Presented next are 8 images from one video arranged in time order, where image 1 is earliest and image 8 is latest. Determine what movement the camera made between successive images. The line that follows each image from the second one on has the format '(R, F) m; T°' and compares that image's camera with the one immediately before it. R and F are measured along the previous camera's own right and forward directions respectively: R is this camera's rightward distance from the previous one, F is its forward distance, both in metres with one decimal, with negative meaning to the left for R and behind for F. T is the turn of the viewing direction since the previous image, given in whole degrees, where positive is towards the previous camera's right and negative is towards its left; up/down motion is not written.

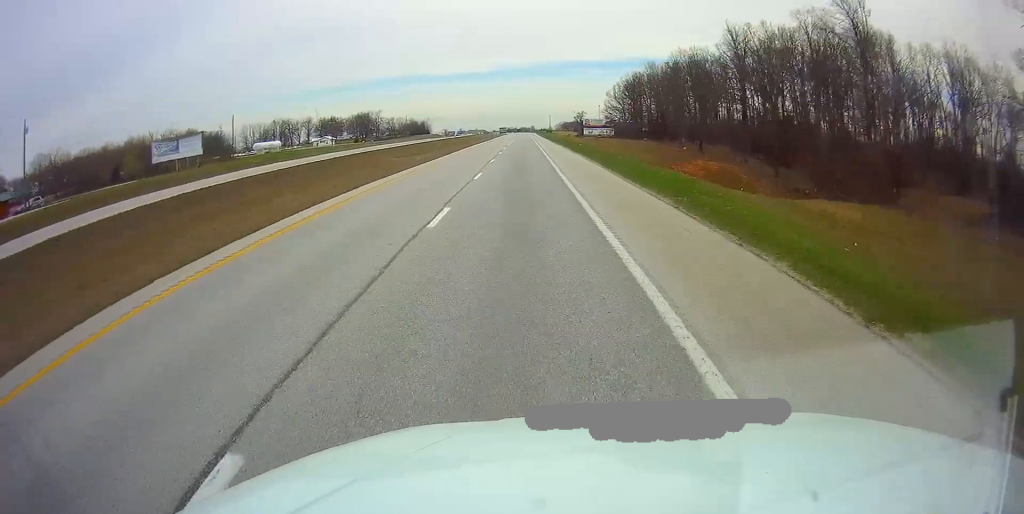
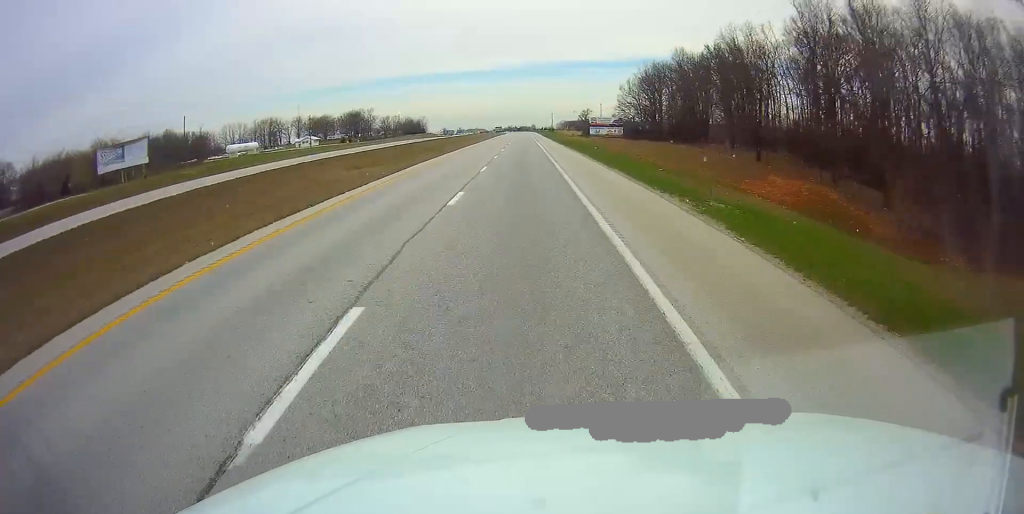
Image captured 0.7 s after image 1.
(-0.4, +20.9) m; -1°
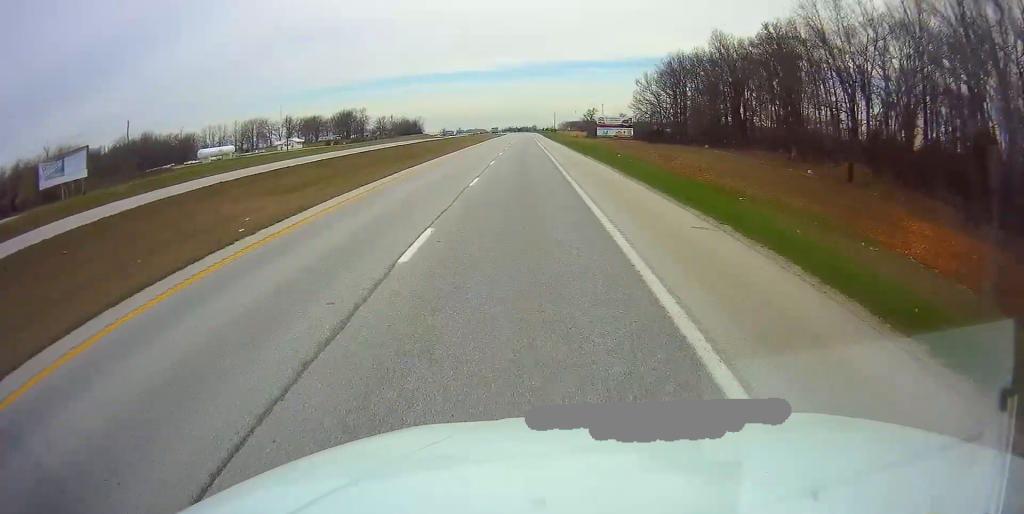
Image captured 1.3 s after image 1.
(-0.1, +18.8) m; 0°
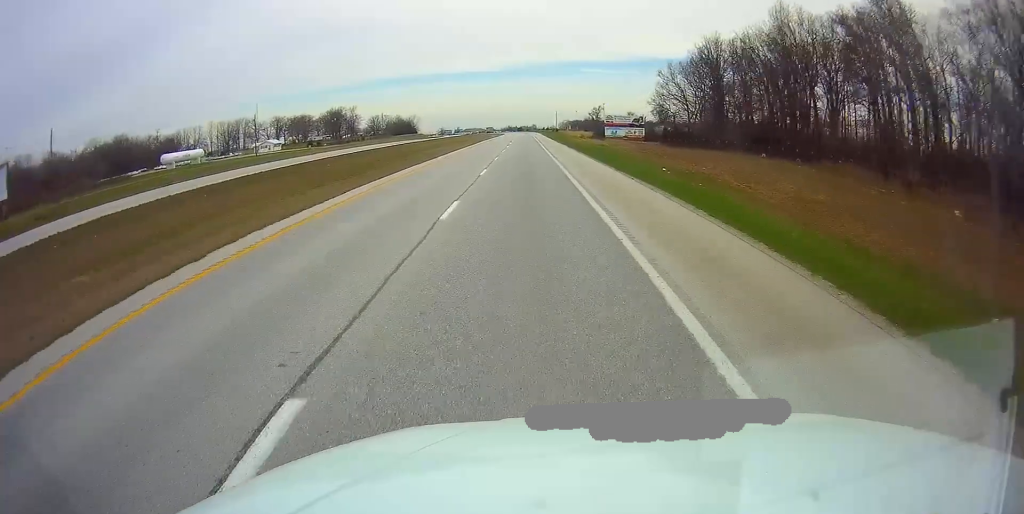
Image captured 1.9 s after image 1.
(-0.2, +19.8) m; +1°
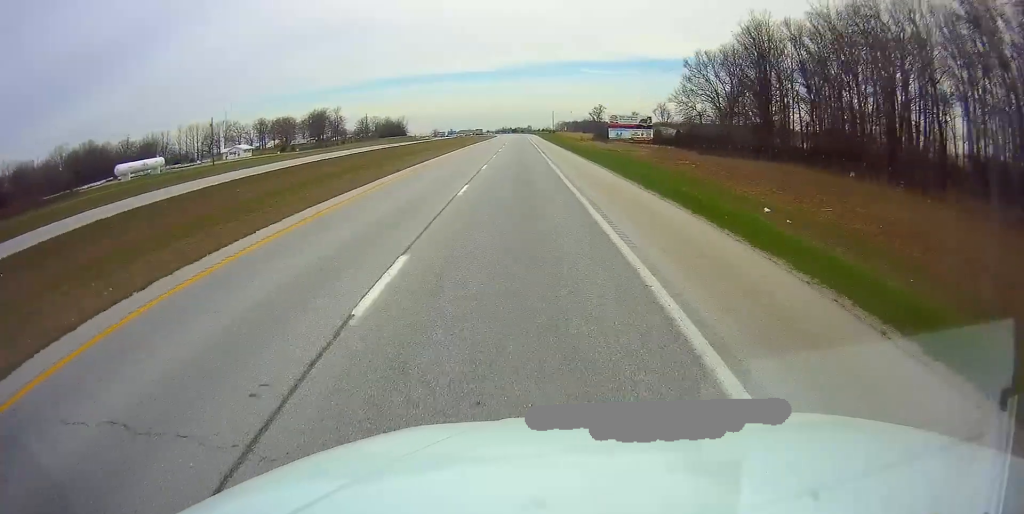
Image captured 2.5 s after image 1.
(+0.4, +18.7) m; 0°
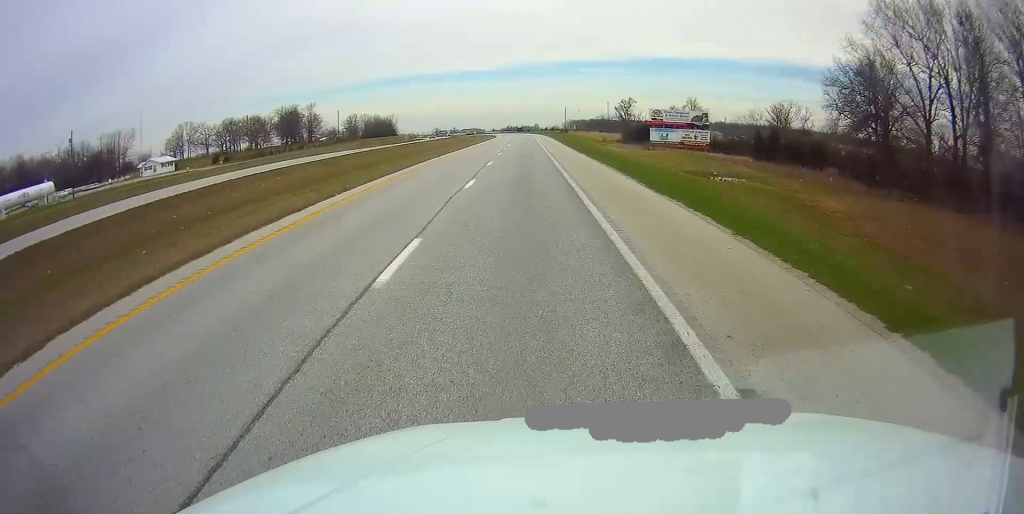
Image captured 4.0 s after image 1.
(-0.3, +46.9) m; -1°
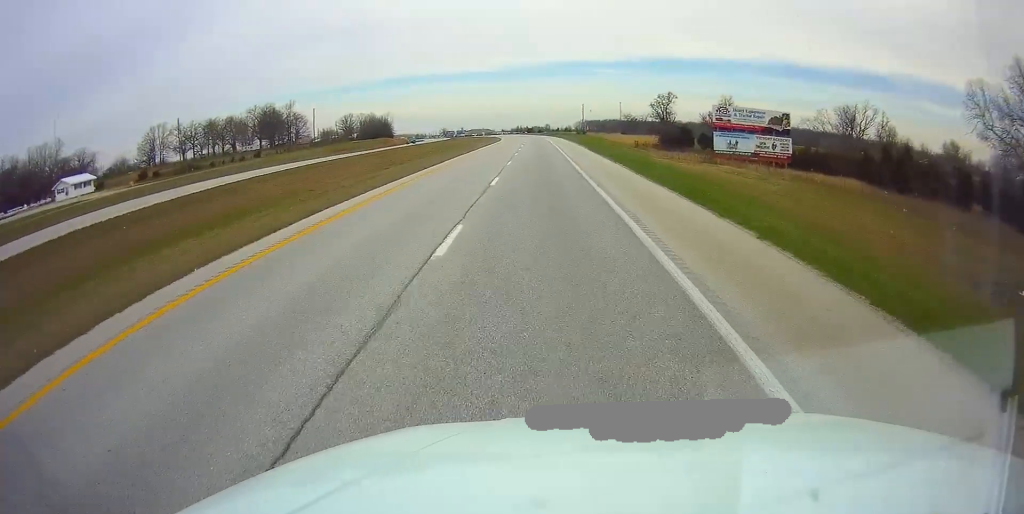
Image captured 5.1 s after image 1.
(-0.4, +34.3) m; -2°
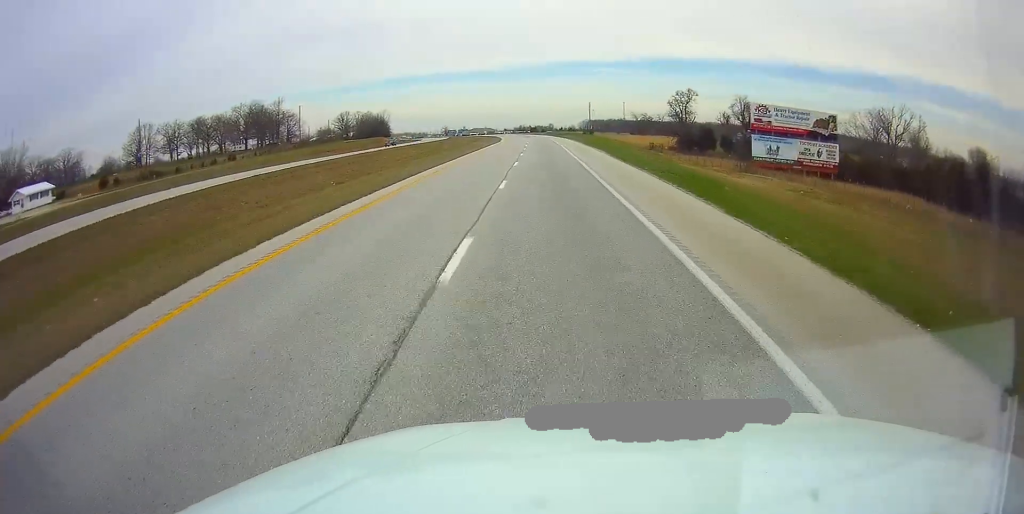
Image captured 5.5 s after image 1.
(-0.3, +13.4) m; 0°
